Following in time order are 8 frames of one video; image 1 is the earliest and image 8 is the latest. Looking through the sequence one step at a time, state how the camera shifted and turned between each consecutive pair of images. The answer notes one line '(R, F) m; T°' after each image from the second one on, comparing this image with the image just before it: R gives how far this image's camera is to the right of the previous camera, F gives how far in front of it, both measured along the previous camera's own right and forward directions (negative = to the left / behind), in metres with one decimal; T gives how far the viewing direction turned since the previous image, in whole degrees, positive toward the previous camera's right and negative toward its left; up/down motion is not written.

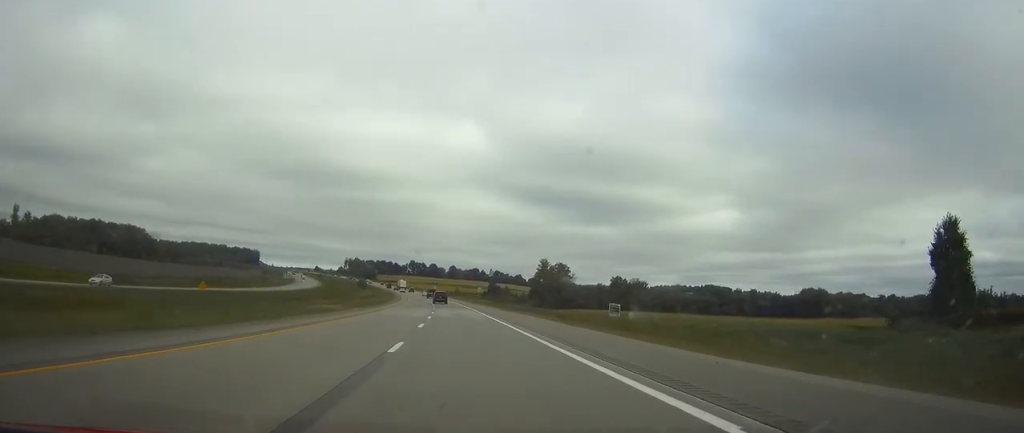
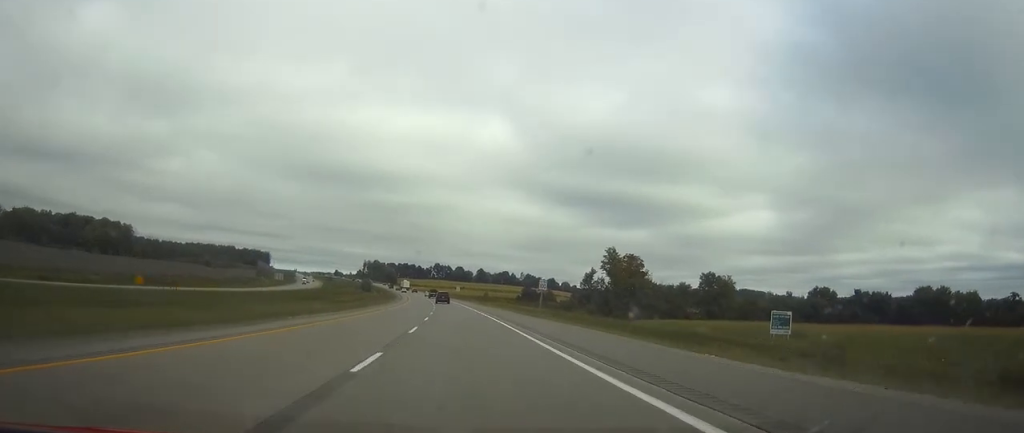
(-0.9, +65.0) m; -2°
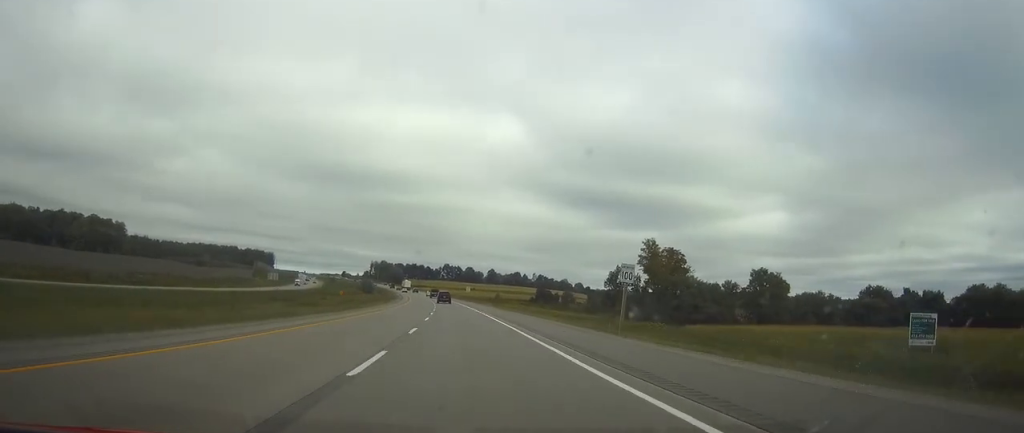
(-0.2, +24.9) m; -1°
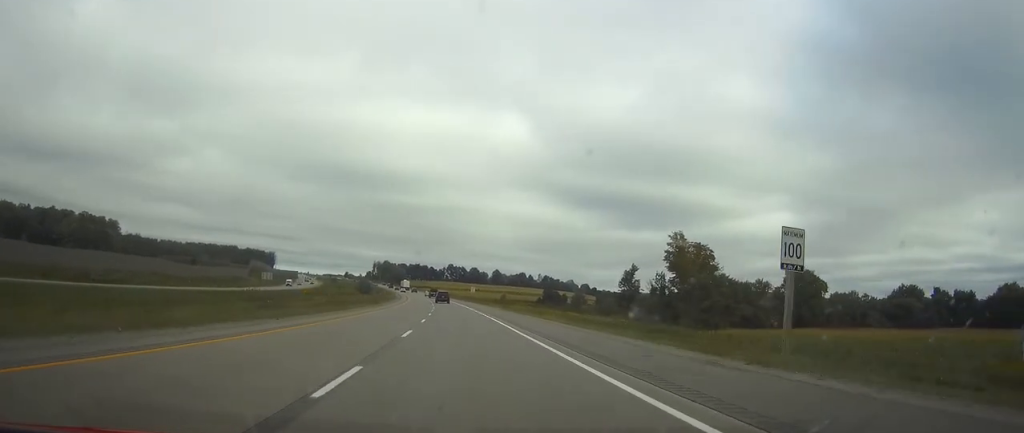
(-0.1, +14.5) m; 0°
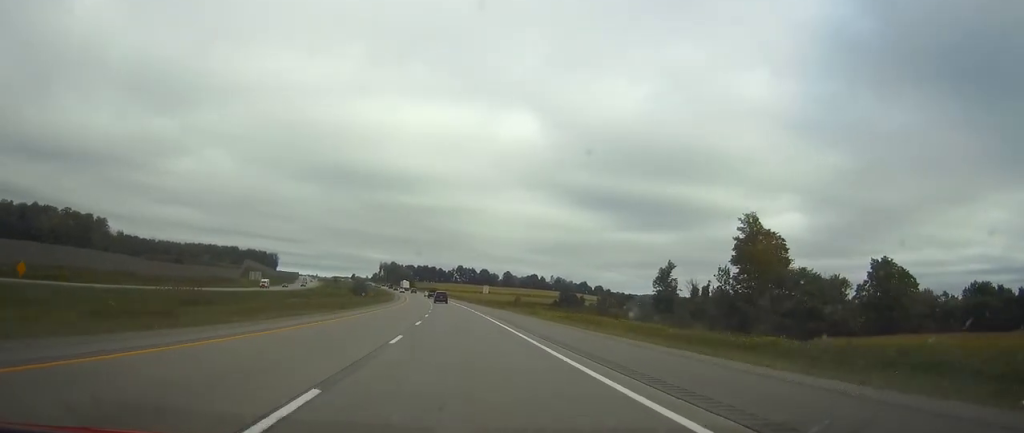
(0.0, +27.1) m; -1°
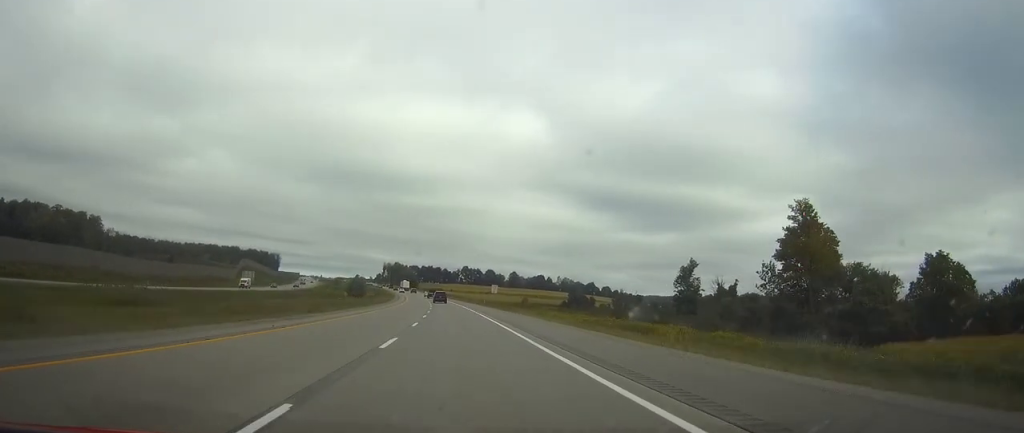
(0.0, +13.6) m; 0°
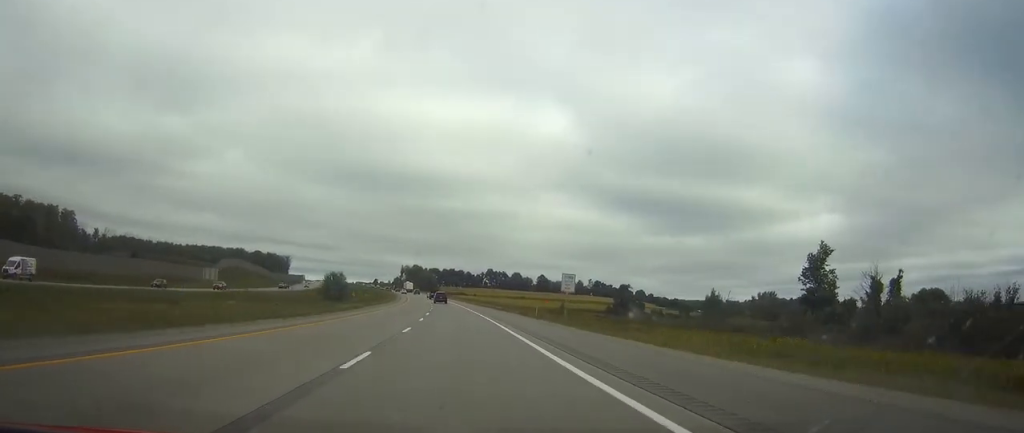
(-1.2, +53.8) m; -2°
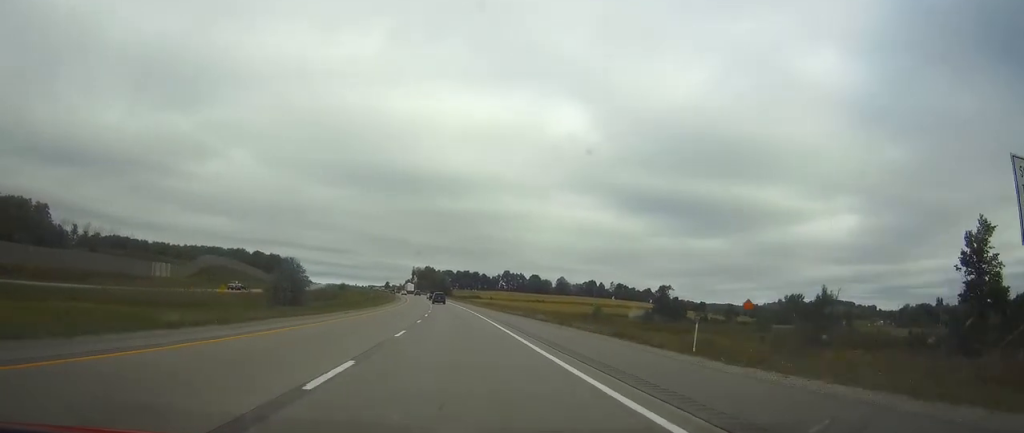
(-0.3, +38.4) m; -1°
